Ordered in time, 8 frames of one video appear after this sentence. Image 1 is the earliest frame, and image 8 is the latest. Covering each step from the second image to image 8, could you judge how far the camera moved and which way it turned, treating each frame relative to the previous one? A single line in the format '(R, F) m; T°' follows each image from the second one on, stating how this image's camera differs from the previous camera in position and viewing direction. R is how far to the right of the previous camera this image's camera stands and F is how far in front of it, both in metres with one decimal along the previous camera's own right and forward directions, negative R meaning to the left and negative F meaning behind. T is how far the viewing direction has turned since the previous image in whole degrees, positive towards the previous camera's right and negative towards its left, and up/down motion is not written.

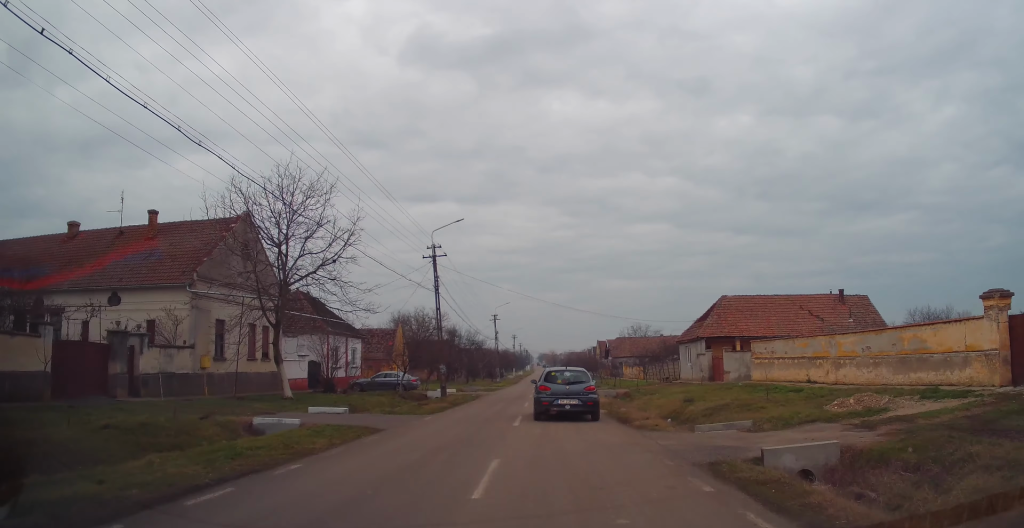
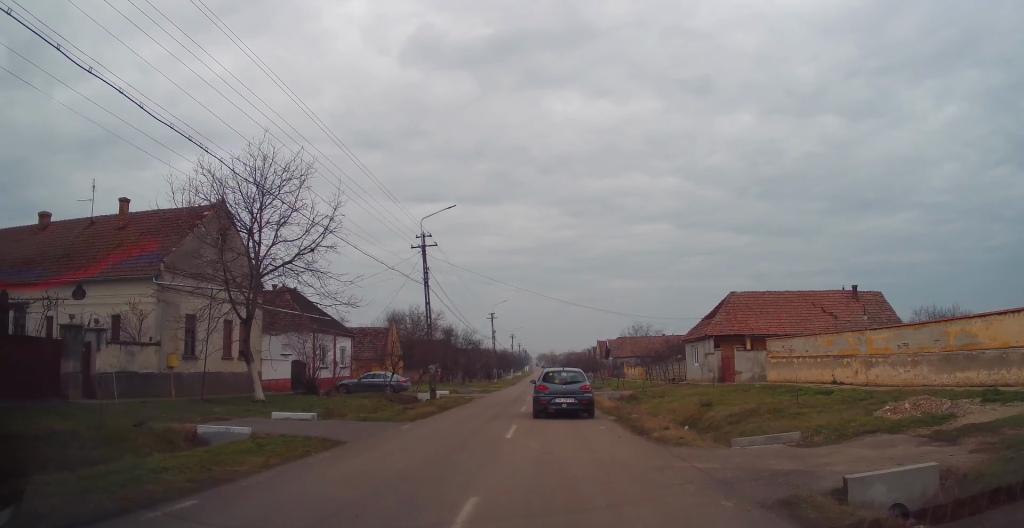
(-0.2, +2.7) m; -2°
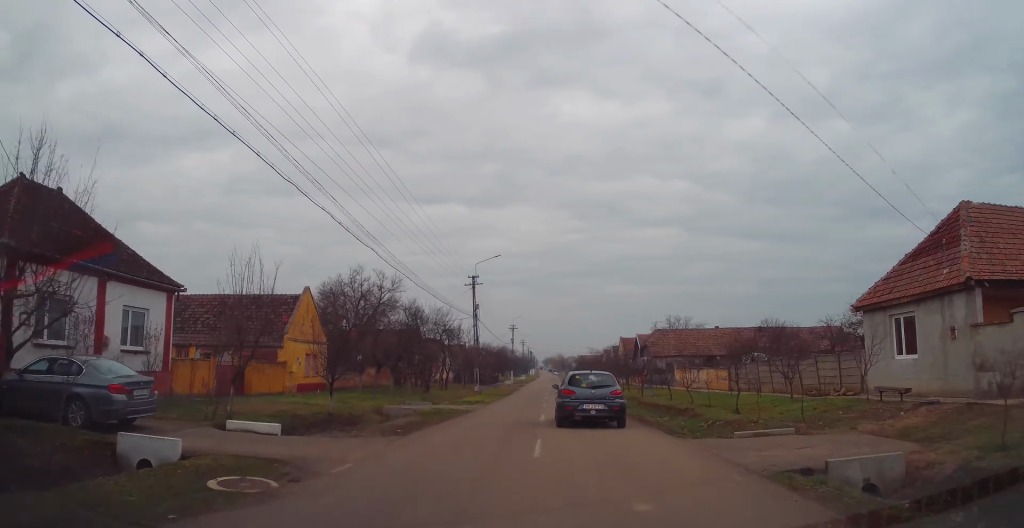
(-0.5, +26.3) m; -3°
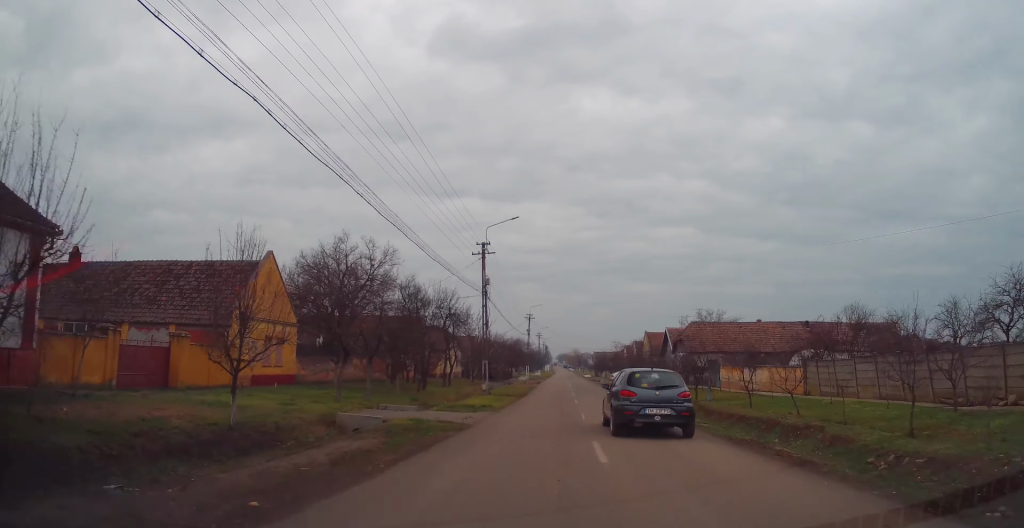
(-0.1, +8.9) m; 0°
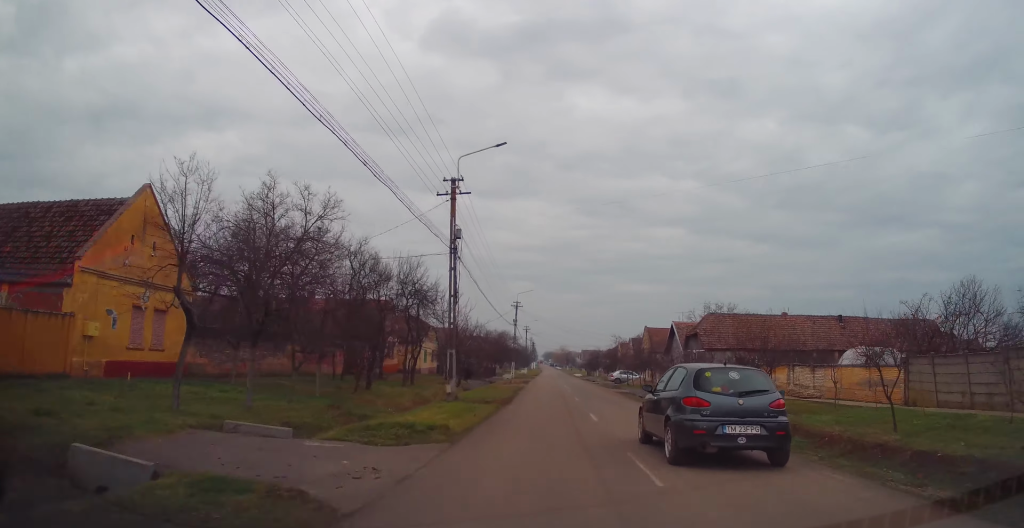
(-0.1, +10.6) m; +1°
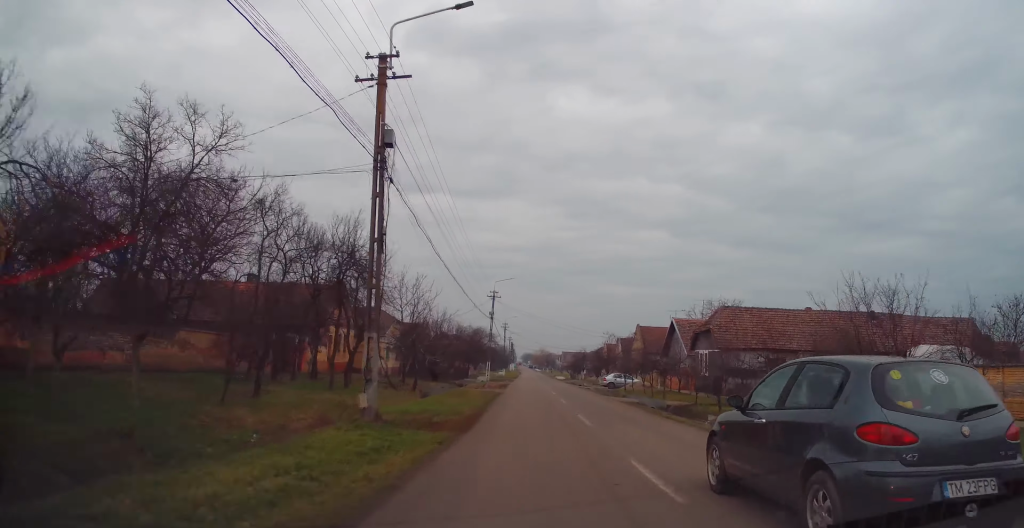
(+0.2, +9.6) m; +2°
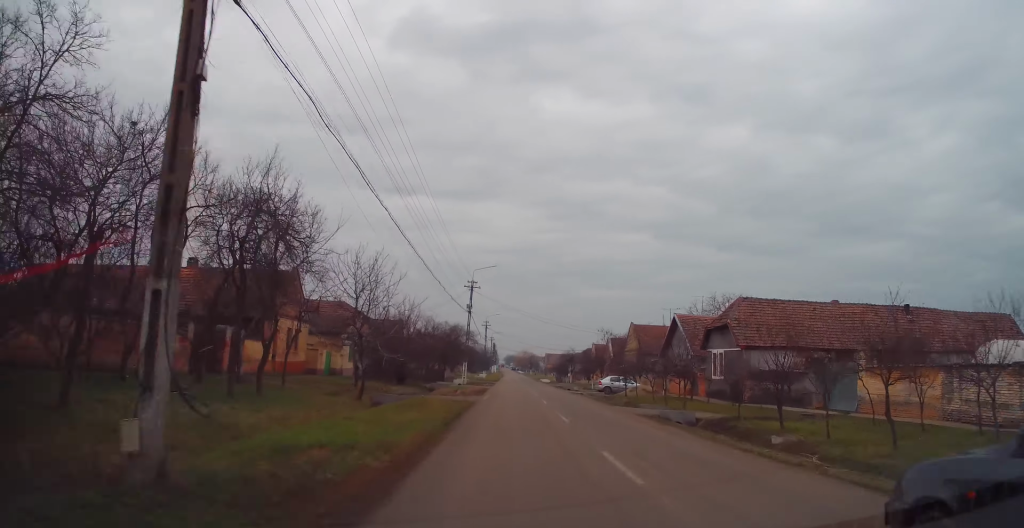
(+0.1, +7.4) m; +1°
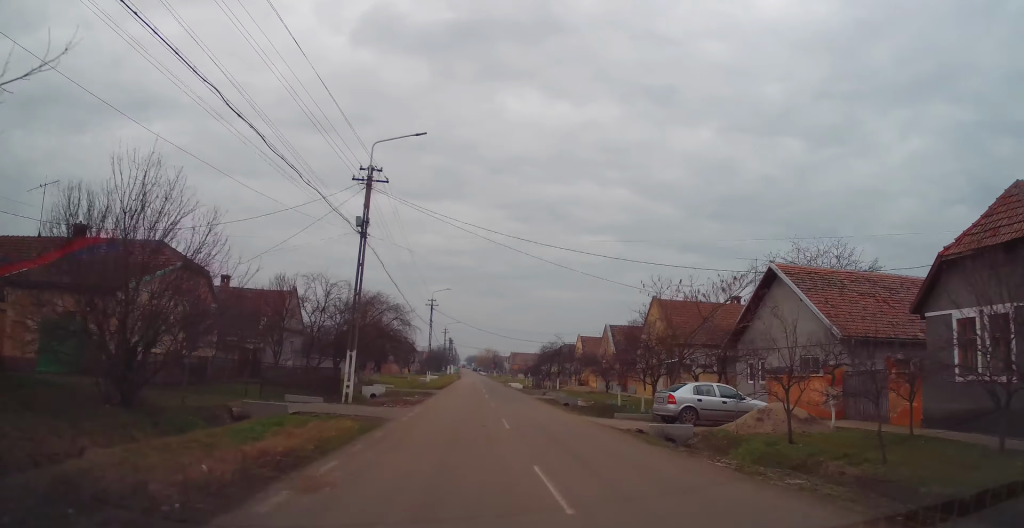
(0.0, +26.6) m; 0°
